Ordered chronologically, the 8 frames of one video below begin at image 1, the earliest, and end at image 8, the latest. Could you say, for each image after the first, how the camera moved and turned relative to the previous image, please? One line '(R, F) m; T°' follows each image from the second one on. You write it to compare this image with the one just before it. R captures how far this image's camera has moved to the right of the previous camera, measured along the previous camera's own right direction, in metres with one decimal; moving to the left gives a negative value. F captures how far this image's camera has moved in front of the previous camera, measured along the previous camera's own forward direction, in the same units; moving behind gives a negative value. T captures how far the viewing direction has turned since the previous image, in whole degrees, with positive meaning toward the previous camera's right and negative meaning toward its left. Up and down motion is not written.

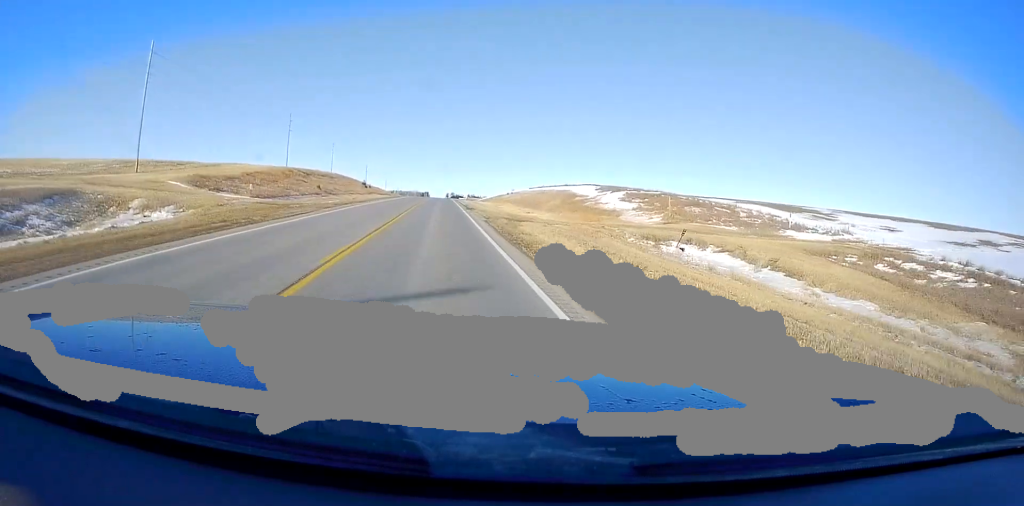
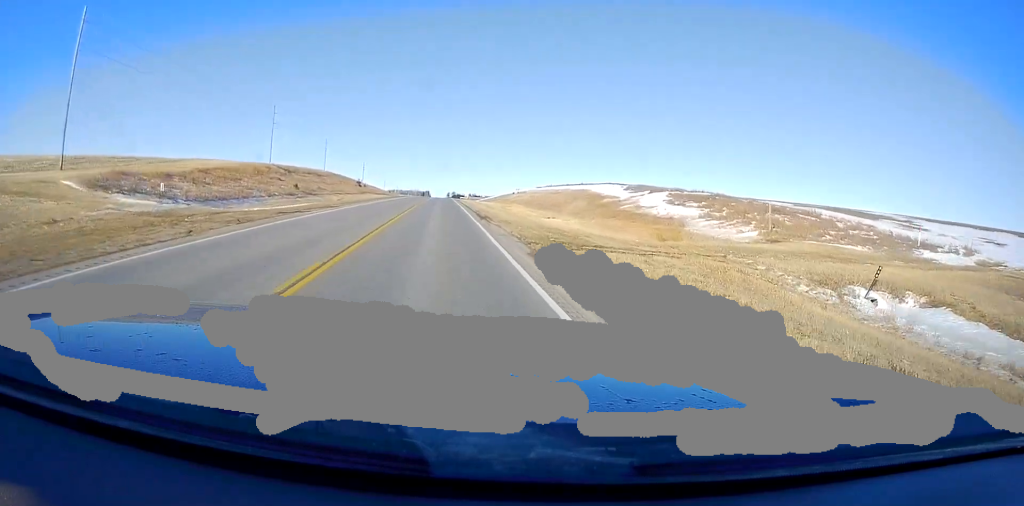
(0.0, +15.7) m; 0°
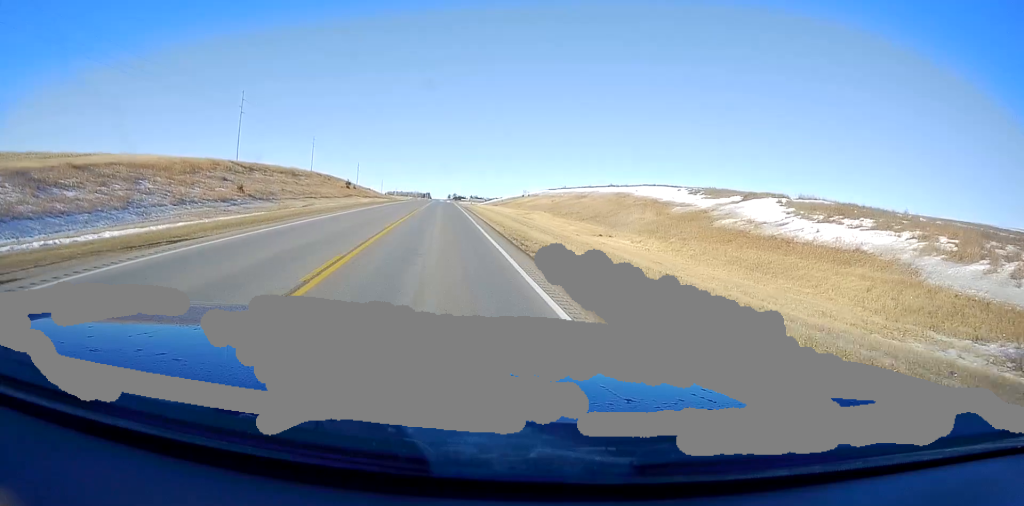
(+0.4, +23.4) m; 0°
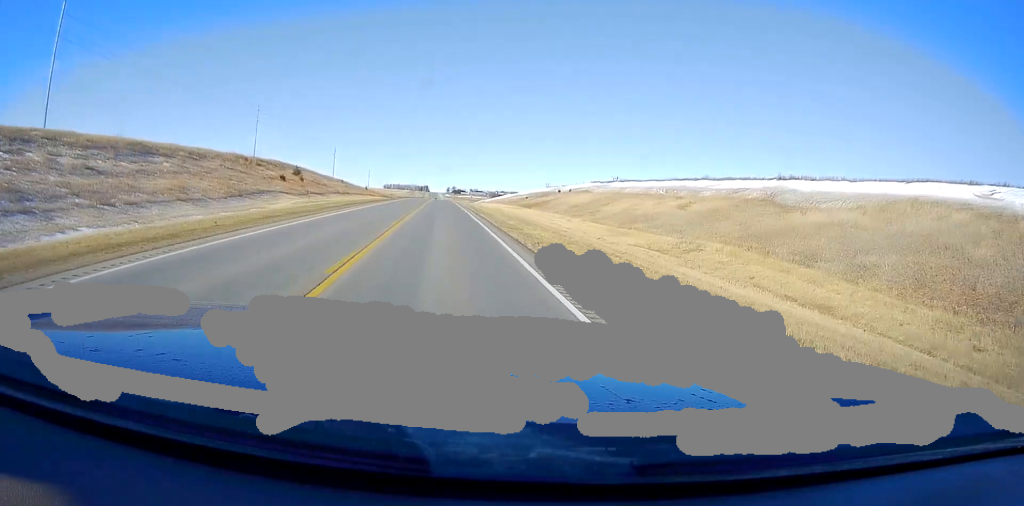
(-1.0, +59.9) m; 0°
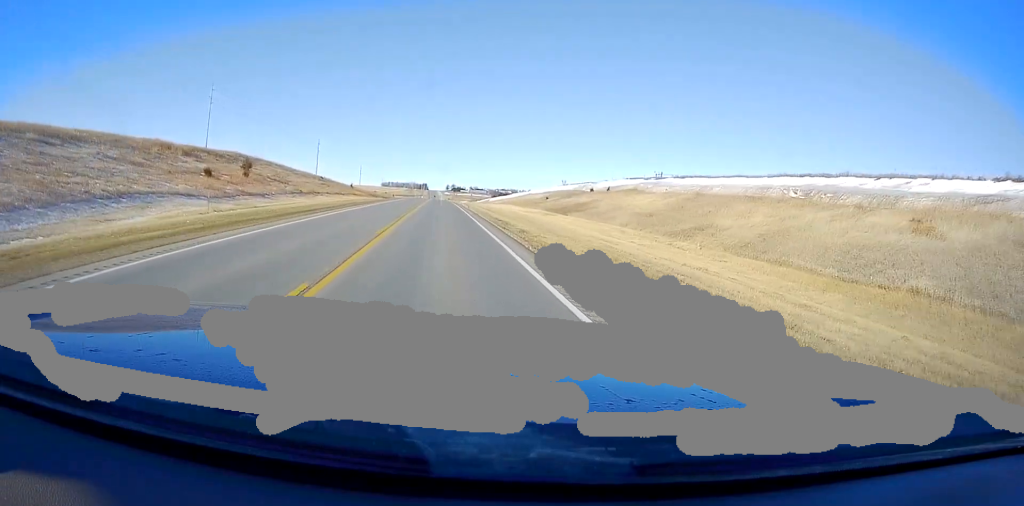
(+0.5, +28.8) m; 0°
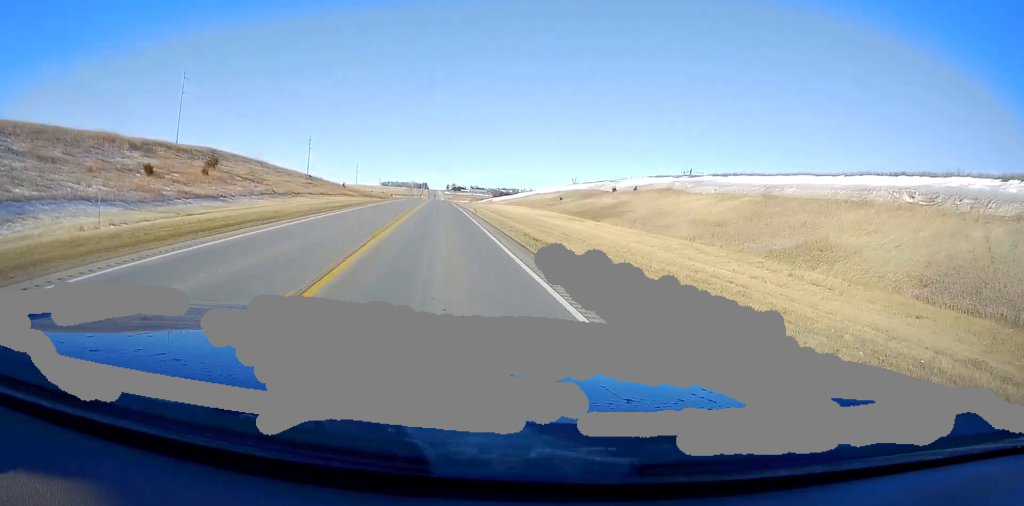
(-0.1, +13.2) m; 0°
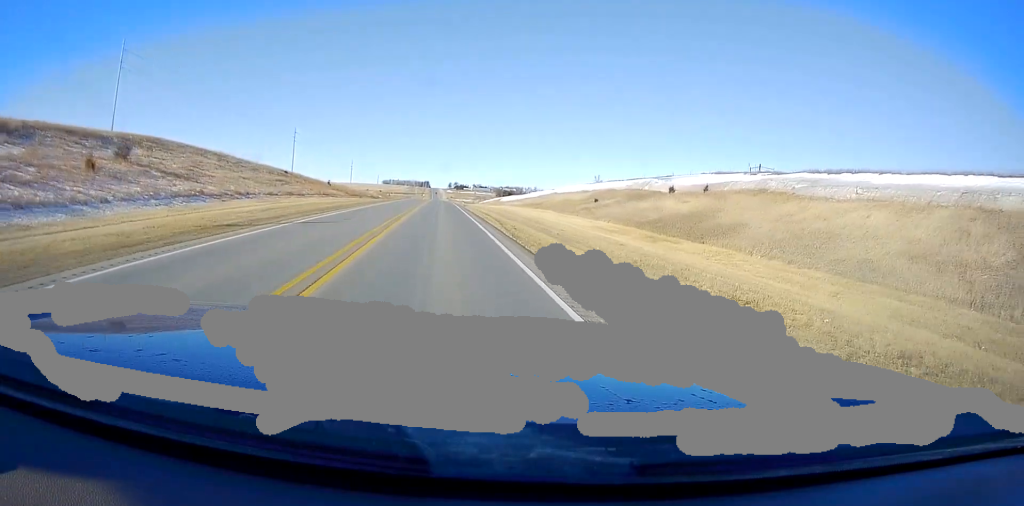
(-0.3, +21.8) m; 0°
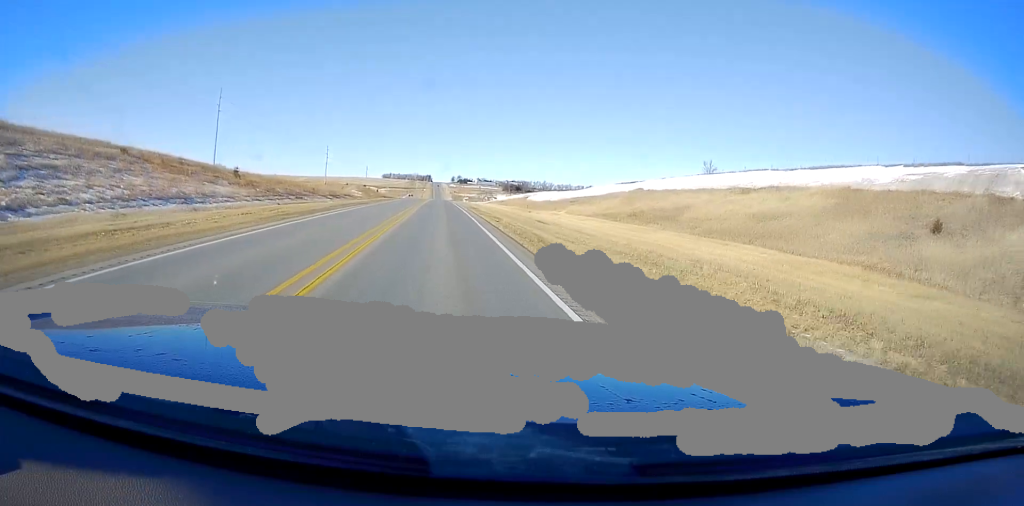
(0.0, +58.3) m; -1°
